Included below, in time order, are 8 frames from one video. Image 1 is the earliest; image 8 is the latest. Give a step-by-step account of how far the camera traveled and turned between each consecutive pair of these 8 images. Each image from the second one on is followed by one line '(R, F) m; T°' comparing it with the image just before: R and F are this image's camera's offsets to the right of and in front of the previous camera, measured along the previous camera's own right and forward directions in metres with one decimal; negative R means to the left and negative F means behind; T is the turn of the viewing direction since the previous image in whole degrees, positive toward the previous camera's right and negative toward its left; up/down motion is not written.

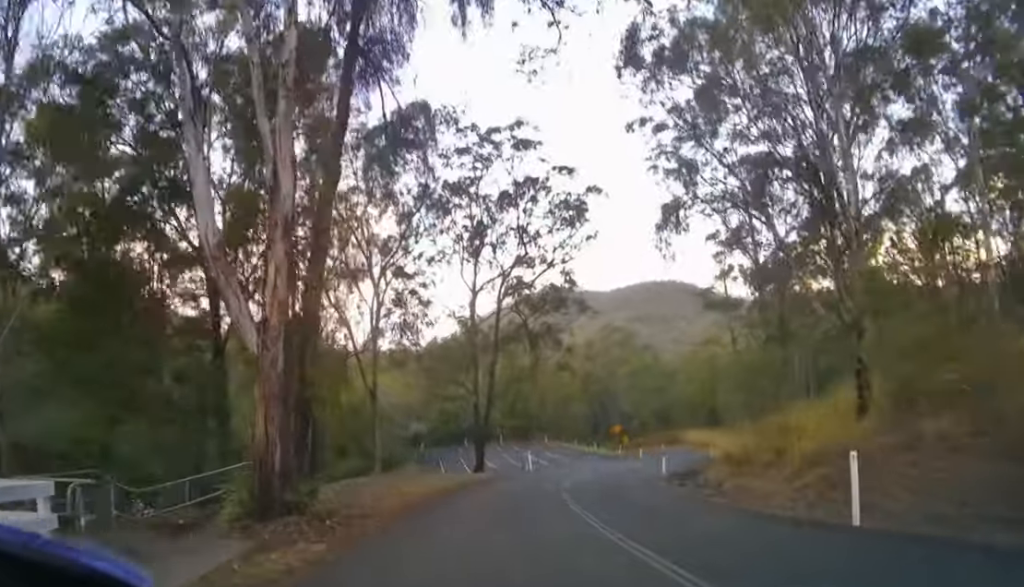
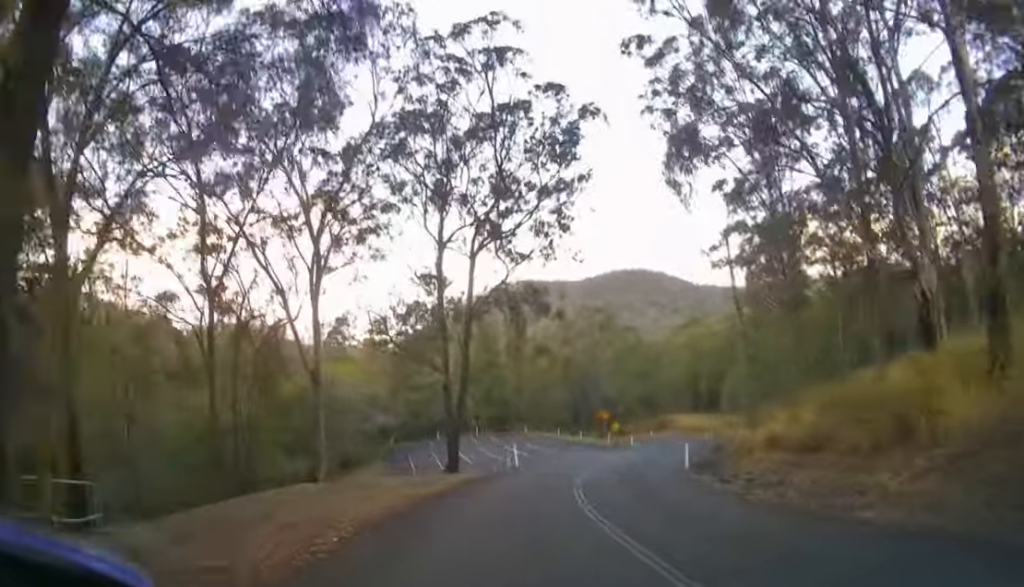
(0.0, +5.2) m; +3°
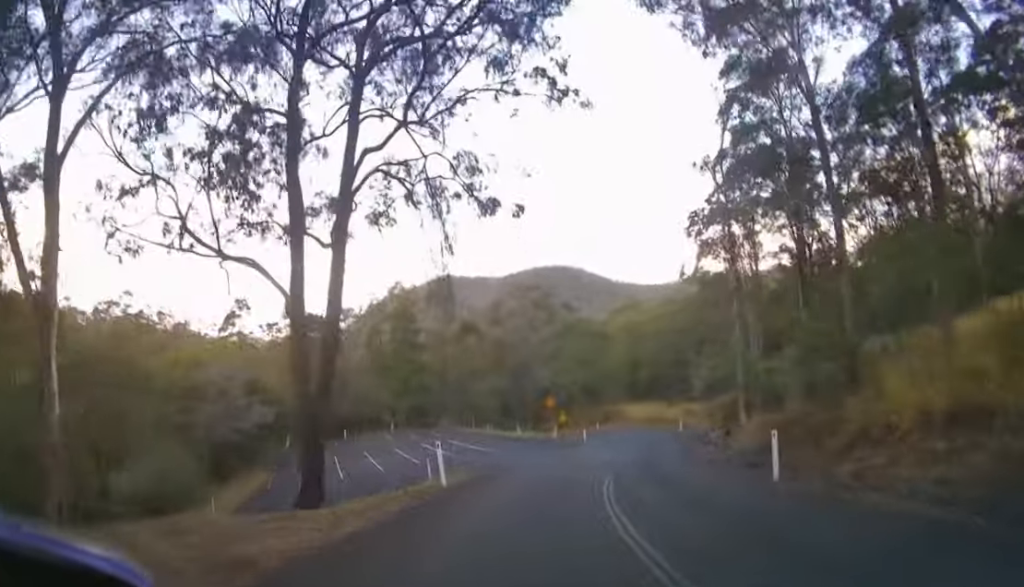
(+0.7, +8.8) m; +10°
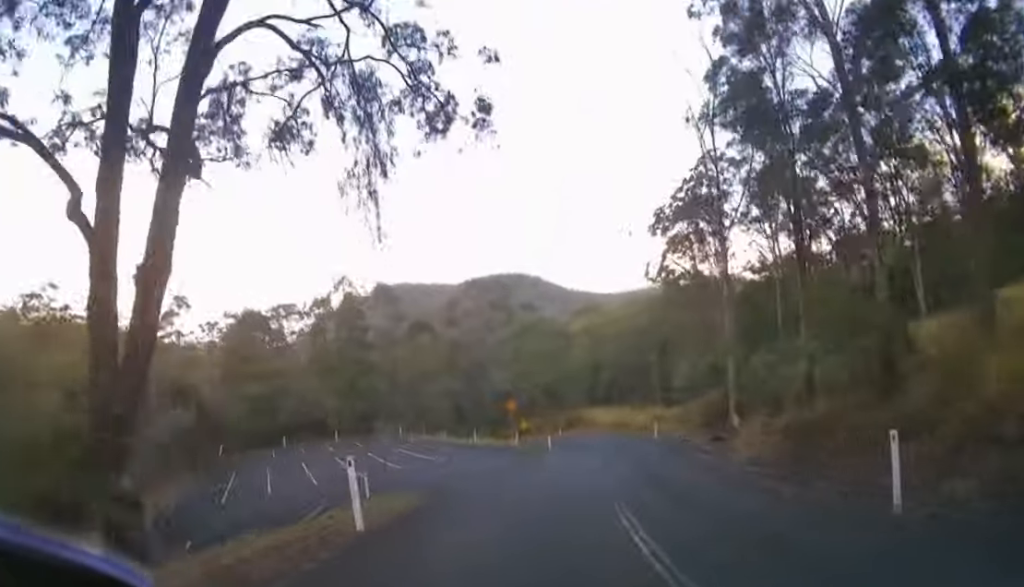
(+0.1, +3.9) m; +5°
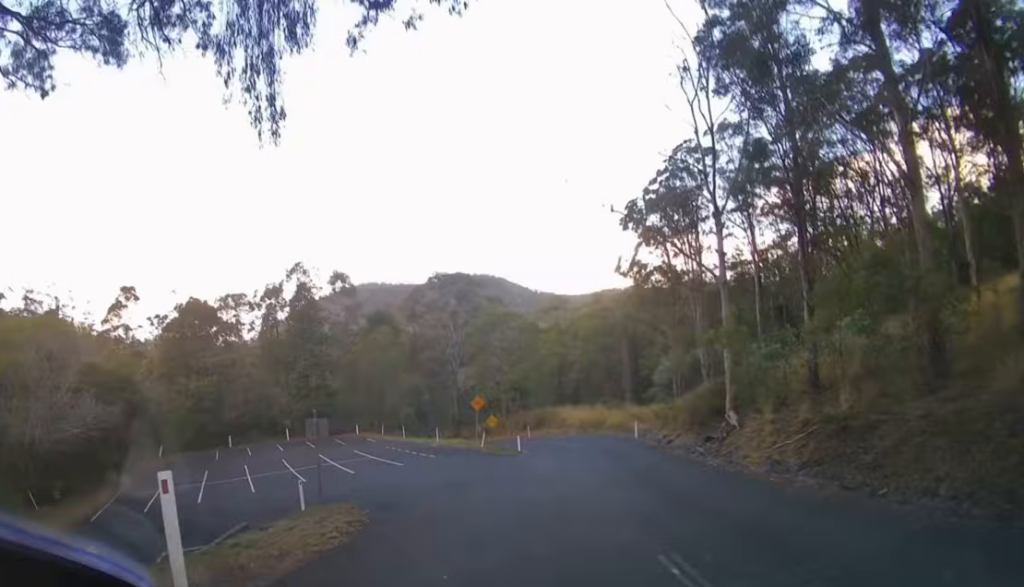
(+0.1, +3.2) m; +4°
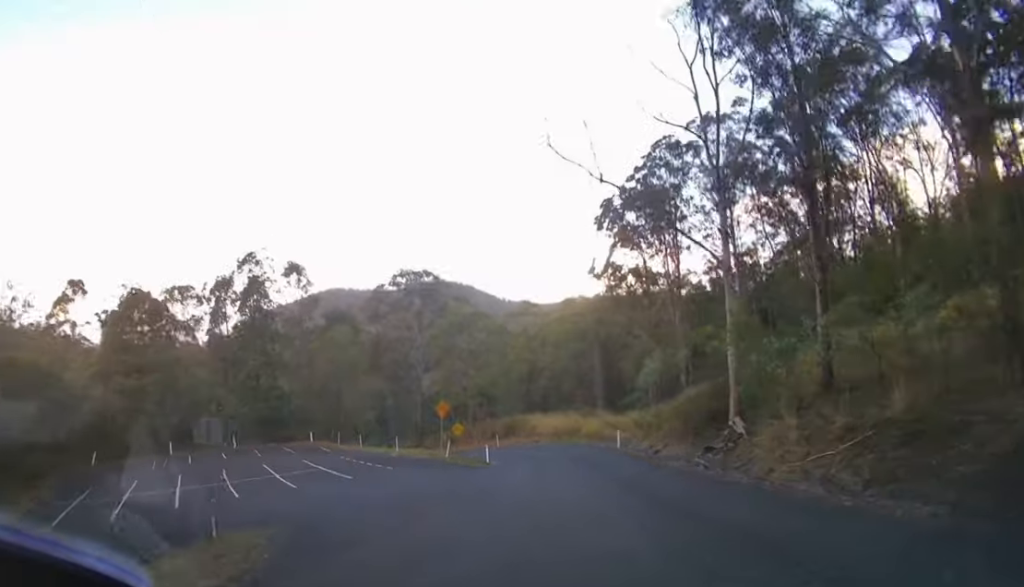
(0.0, +3.3) m; +4°
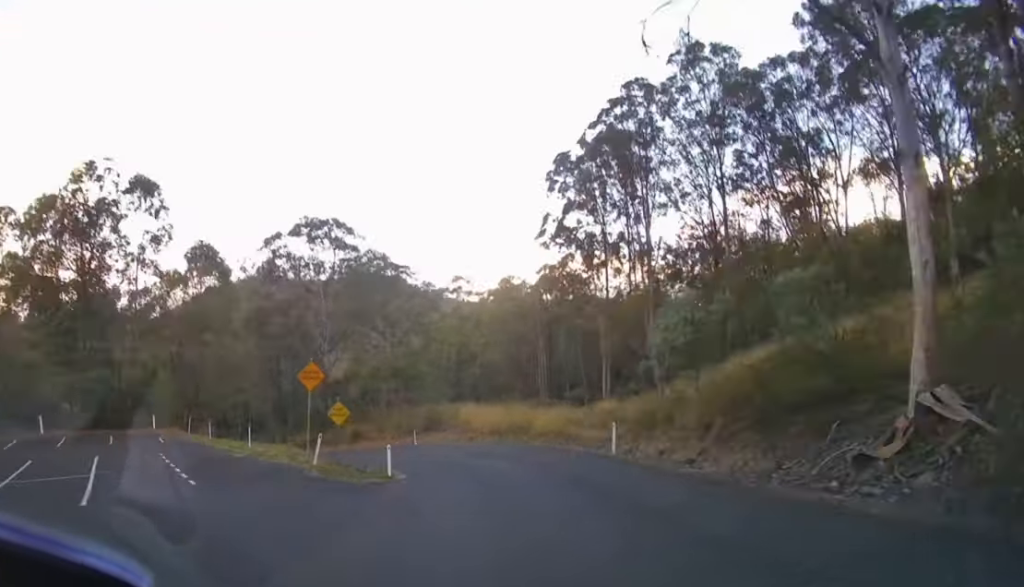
(+1.1, +11.7) m; +6°
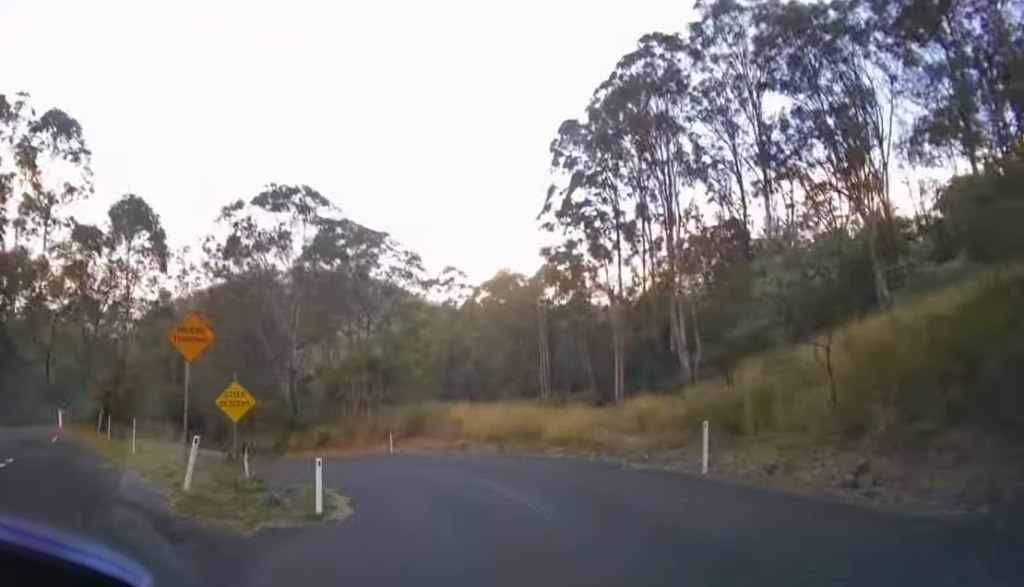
(+0.1, +7.4) m; -1°
